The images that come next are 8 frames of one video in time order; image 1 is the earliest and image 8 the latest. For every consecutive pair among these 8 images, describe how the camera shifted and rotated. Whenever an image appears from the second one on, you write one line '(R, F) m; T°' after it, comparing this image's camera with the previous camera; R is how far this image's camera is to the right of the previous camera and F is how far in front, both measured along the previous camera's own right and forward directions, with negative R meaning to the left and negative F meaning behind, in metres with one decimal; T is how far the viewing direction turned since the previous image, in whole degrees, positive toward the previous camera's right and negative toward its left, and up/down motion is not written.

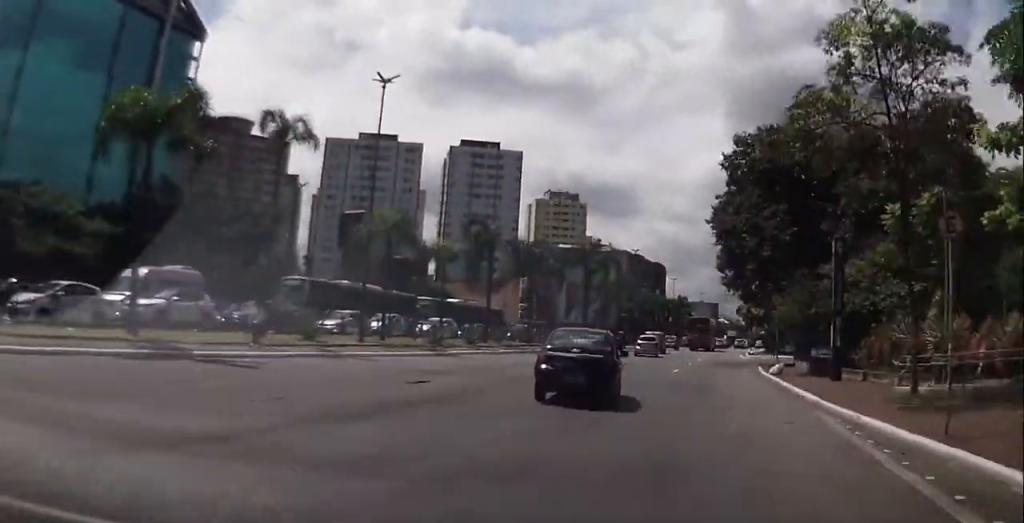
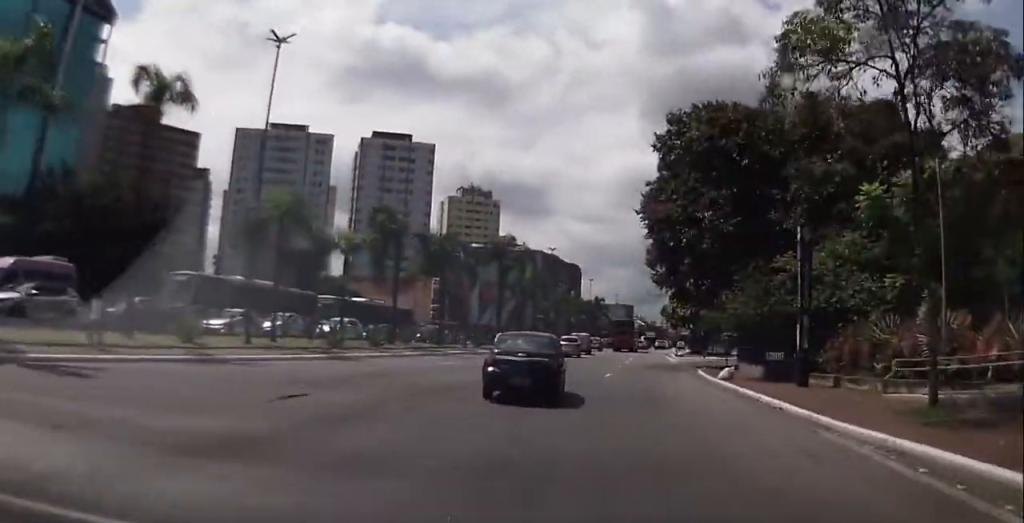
(+0.6, +4.3) m; +4°
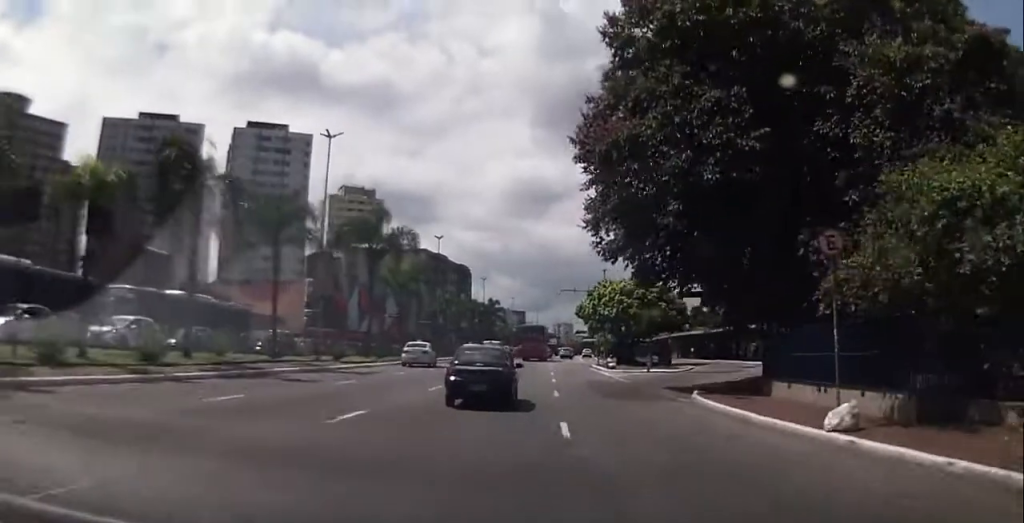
(+1.4, +15.9) m; +11°
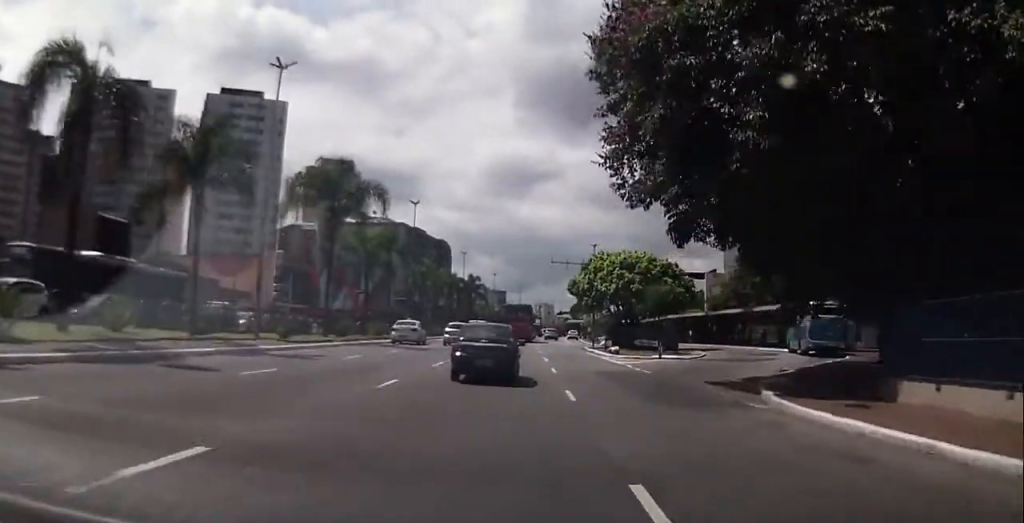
(+0.7, +7.6) m; +2°
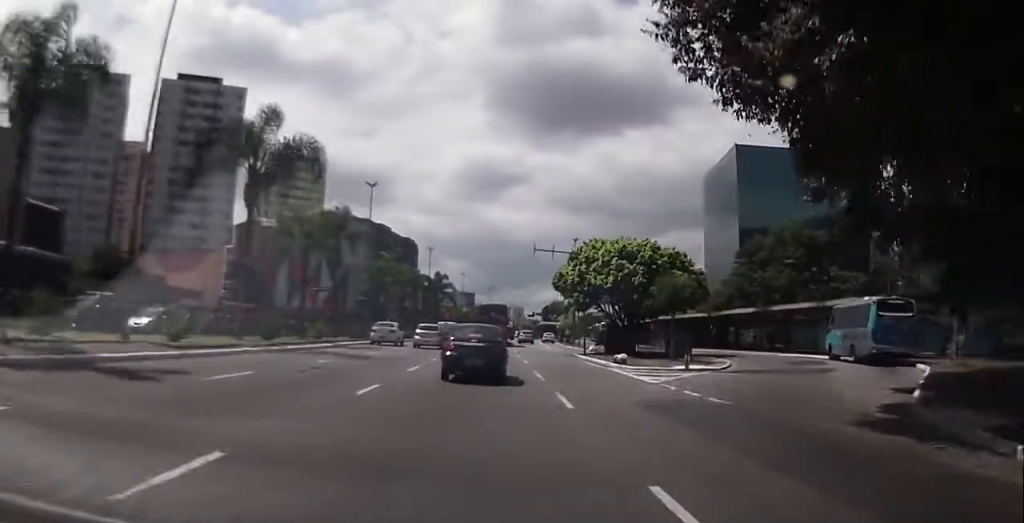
(-0.1, +9.9) m; -2°
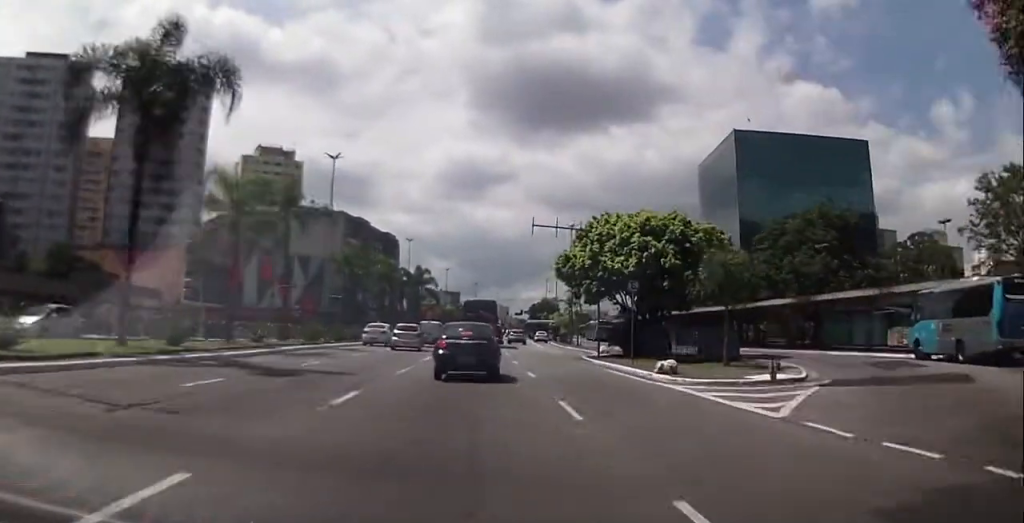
(-0.2, +9.6) m; -1°
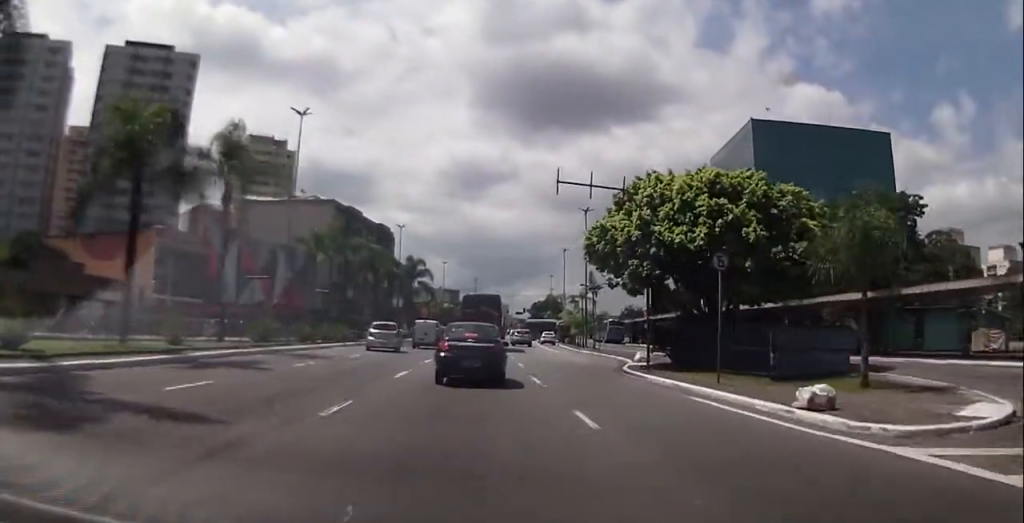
(0.0, +9.8) m; +1°
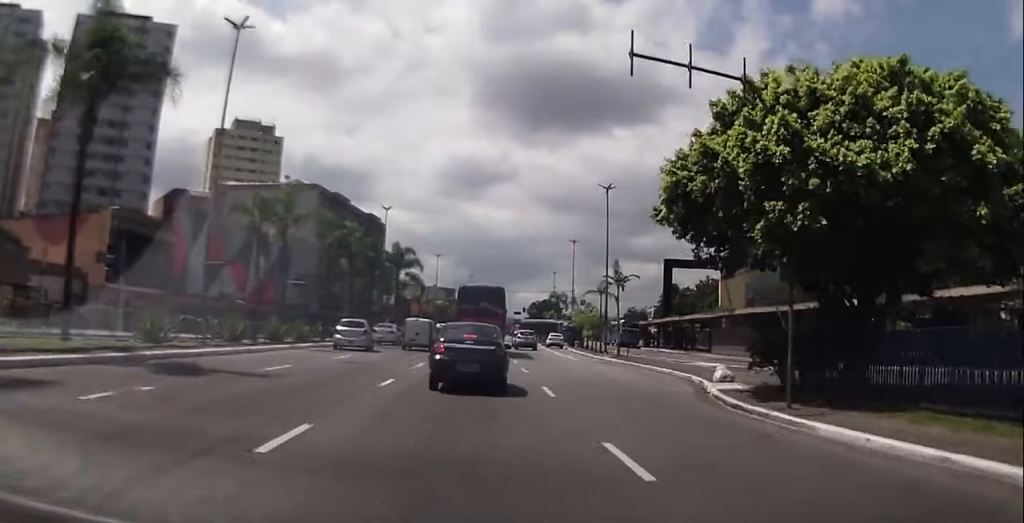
(+0.4, +11.8) m; +6°
